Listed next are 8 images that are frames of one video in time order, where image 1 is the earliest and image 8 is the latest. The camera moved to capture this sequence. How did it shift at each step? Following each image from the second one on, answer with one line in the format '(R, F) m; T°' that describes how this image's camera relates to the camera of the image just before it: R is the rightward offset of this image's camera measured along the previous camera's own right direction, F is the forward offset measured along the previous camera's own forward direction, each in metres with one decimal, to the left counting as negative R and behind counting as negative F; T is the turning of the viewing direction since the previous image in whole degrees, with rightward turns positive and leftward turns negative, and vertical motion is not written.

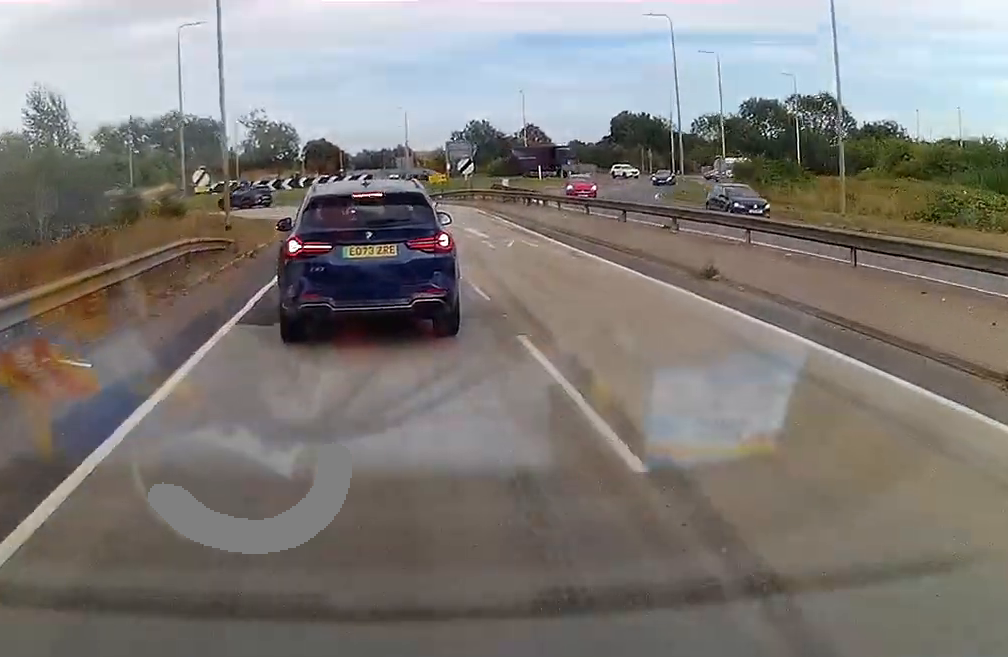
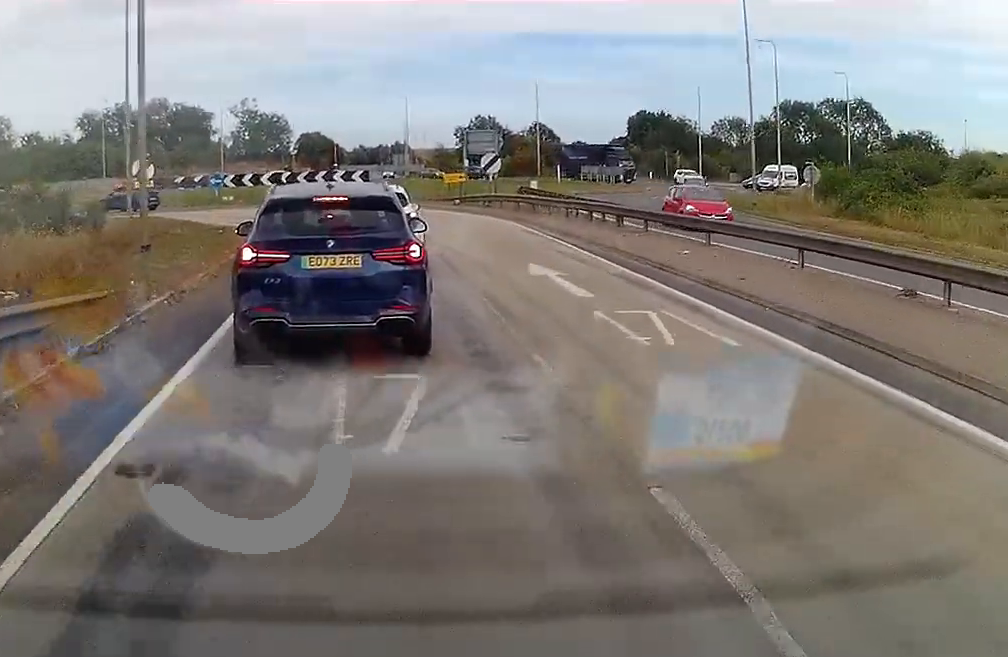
(0.0, +14.1) m; -1°
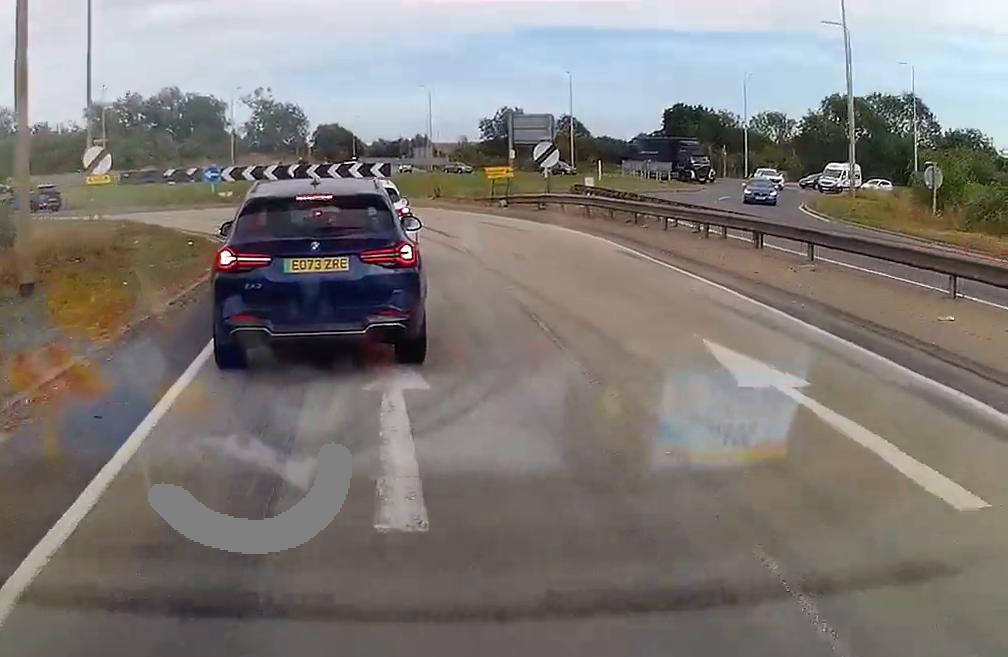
(-0.3, +10.5) m; -1°
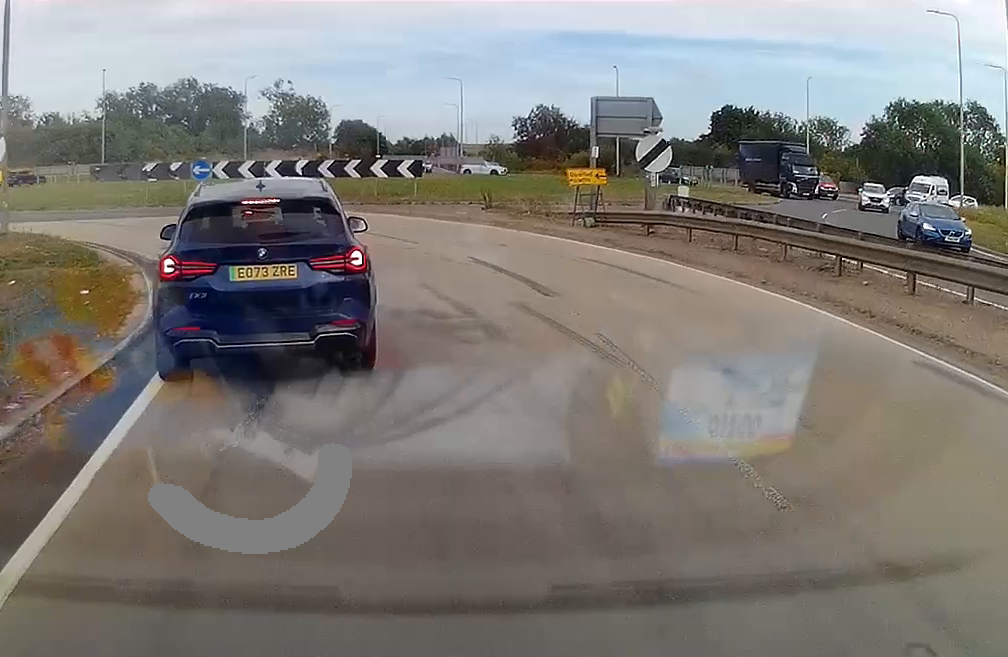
(+0.1, +12.4) m; +1°
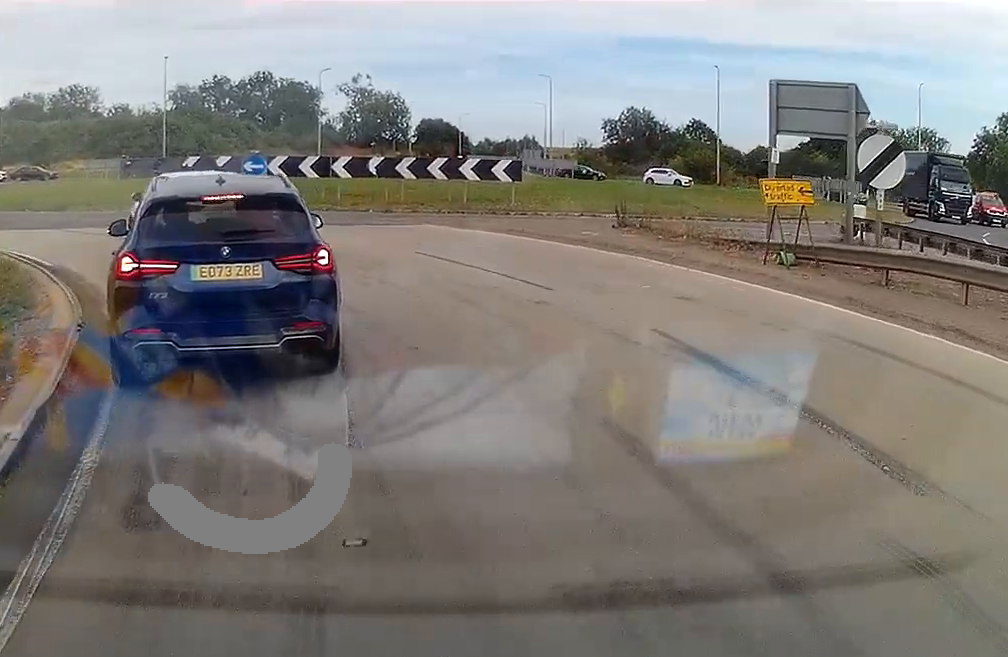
(+0.1, +8.9) m; -5°
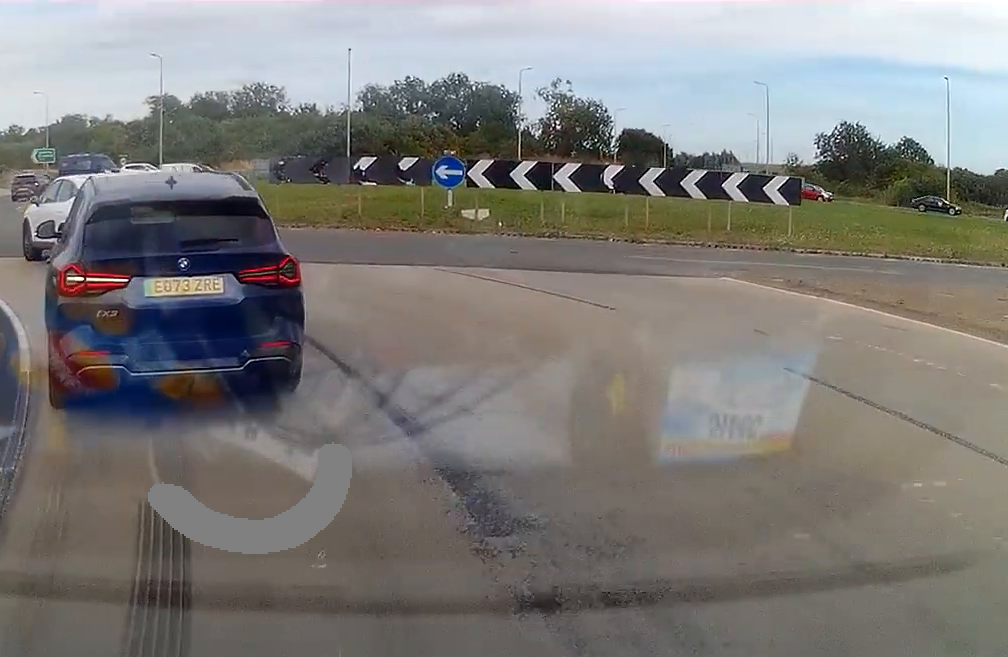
(-1.2, +10.6) m; -12°
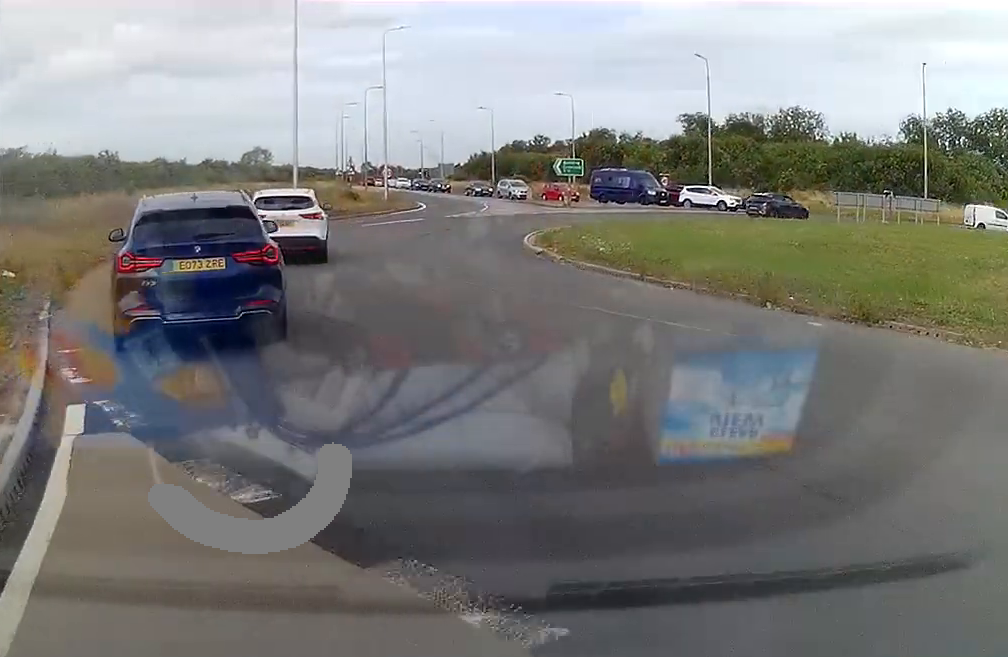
(-3.4, +16.4) m; -26°
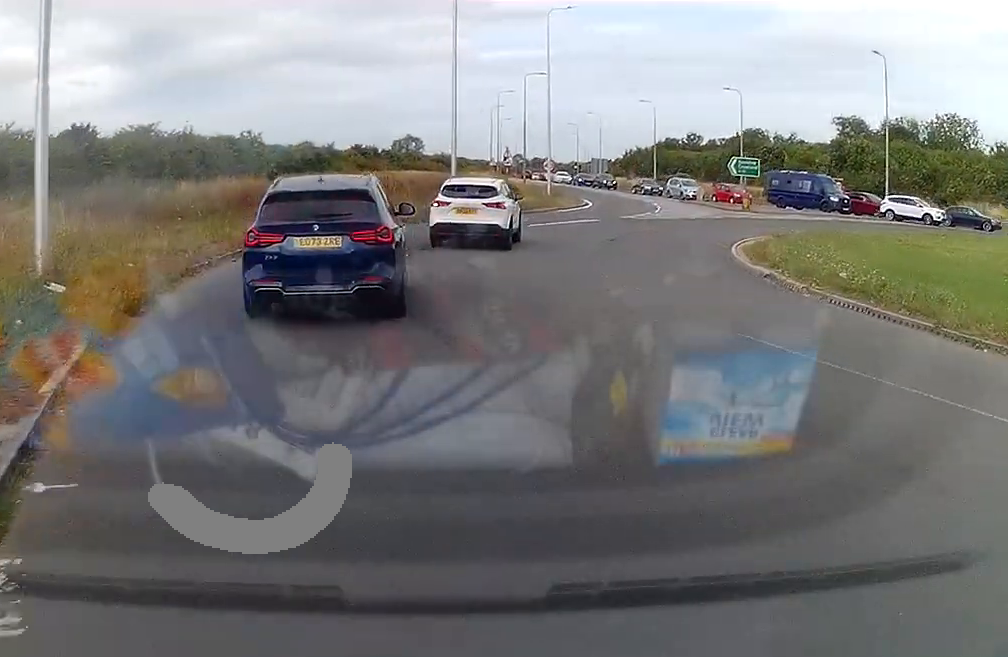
(-0.5, +5.8) m; -5°
